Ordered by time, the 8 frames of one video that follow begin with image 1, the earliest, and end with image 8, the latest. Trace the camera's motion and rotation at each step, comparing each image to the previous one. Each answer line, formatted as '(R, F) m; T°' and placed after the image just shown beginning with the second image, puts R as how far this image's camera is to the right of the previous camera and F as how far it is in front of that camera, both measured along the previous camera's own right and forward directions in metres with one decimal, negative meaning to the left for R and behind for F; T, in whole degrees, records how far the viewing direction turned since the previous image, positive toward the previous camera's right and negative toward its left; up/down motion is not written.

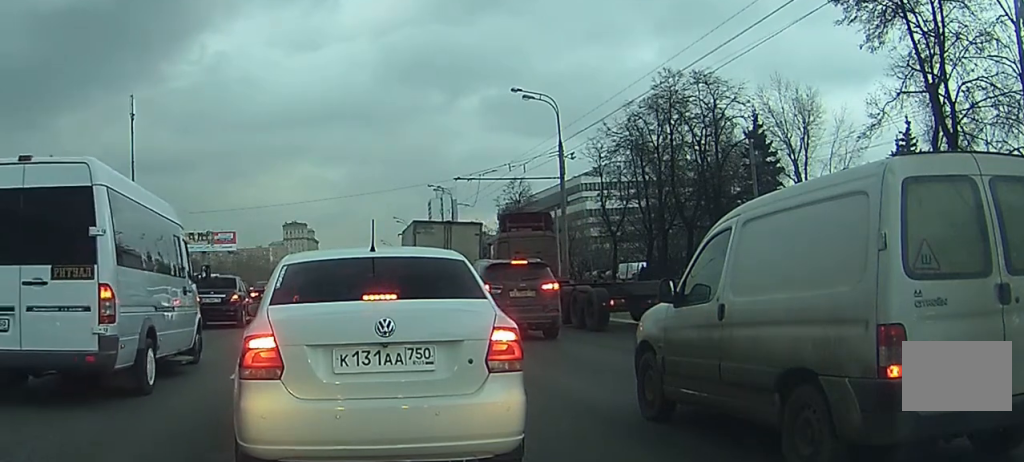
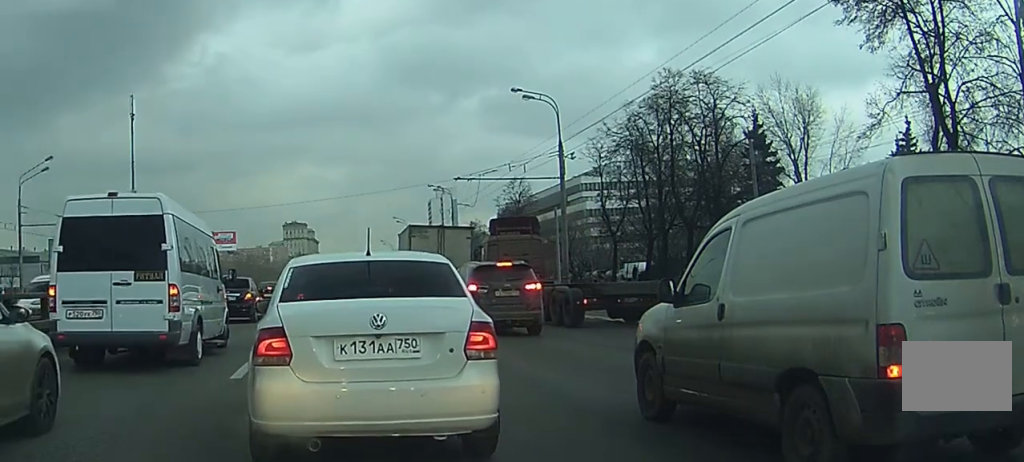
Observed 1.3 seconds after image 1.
(0.0, 0.0) m; 0°
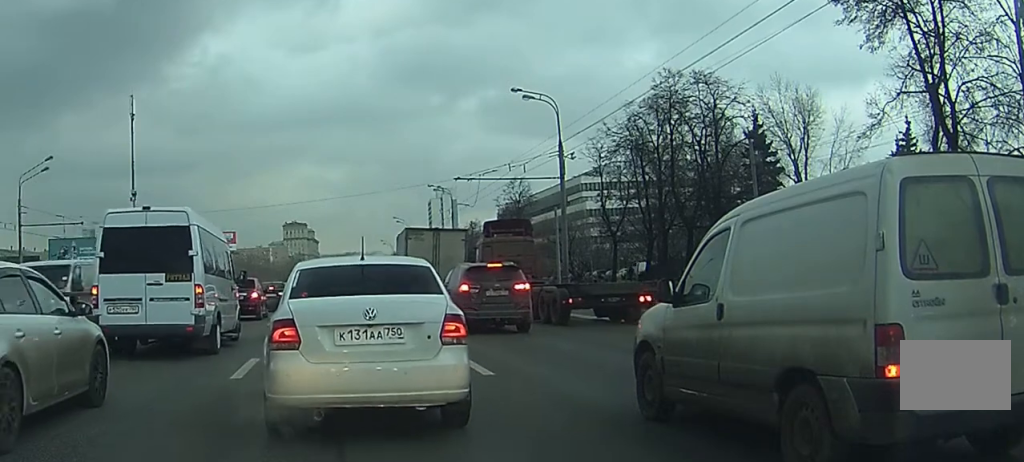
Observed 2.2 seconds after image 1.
(0.0, 0.0) m; 0°
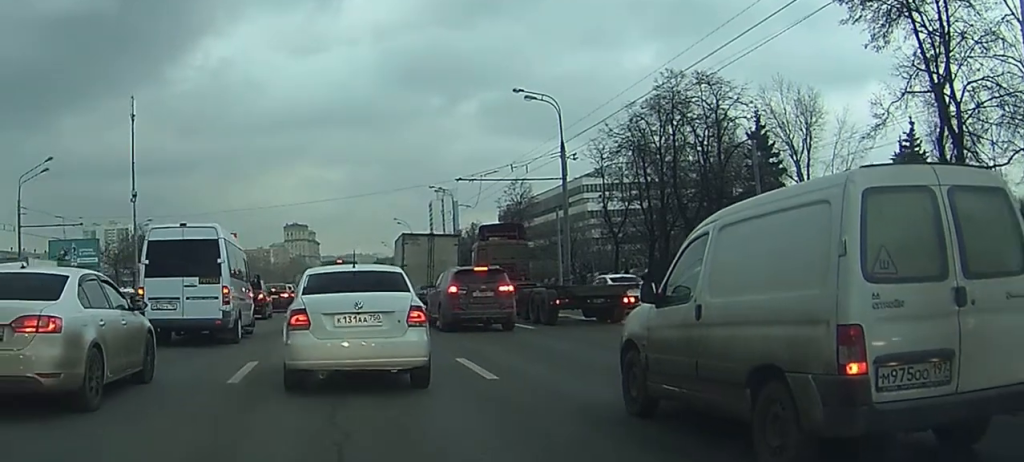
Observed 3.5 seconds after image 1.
(0.0, 0.0) m; 0°
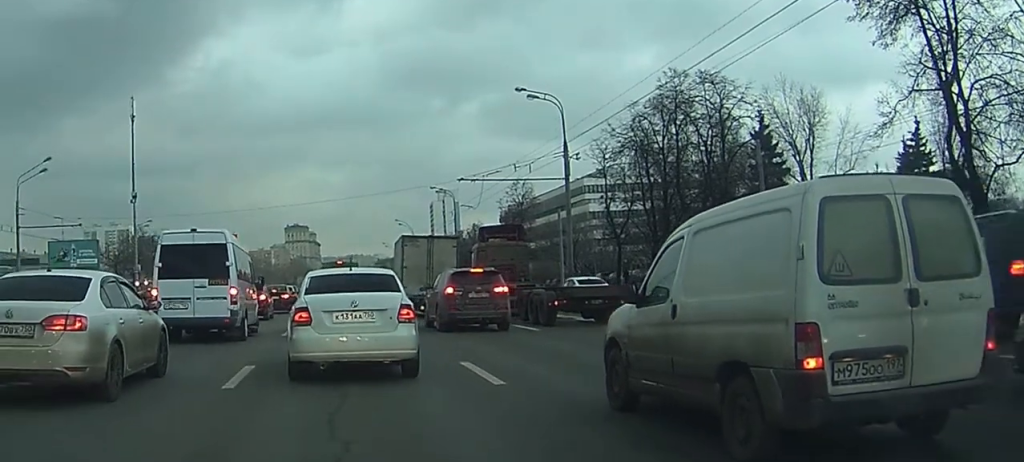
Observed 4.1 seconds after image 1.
(0.0, 0.0) m; 0°
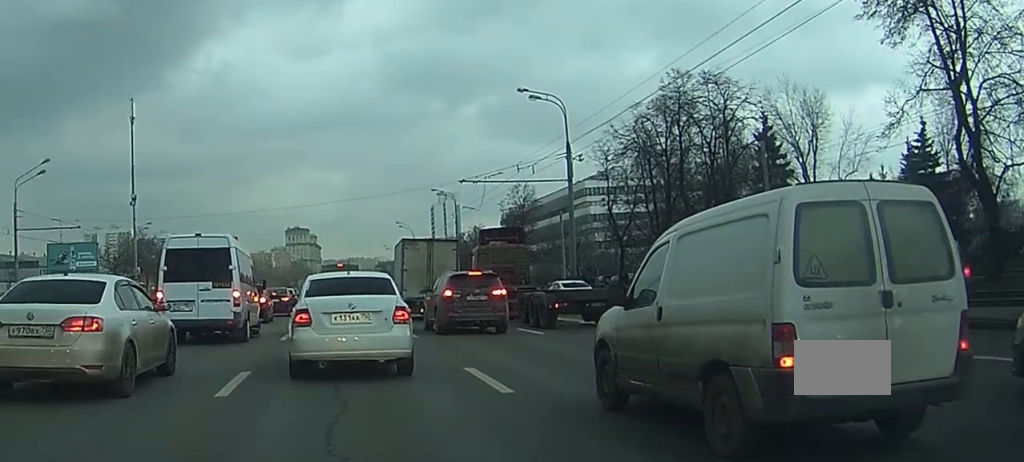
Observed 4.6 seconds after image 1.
(0.0, 0.0) m; 0°
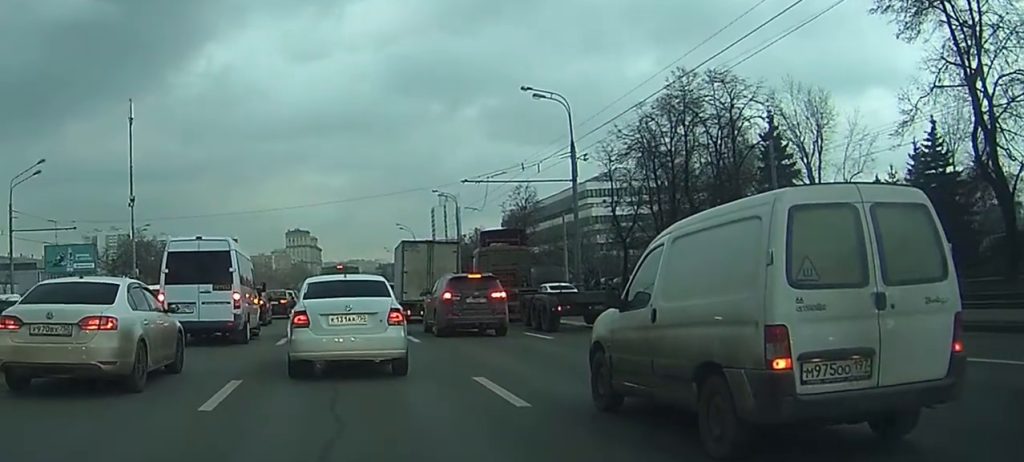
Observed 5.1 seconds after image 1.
(0.0, 0.0) m; 0°
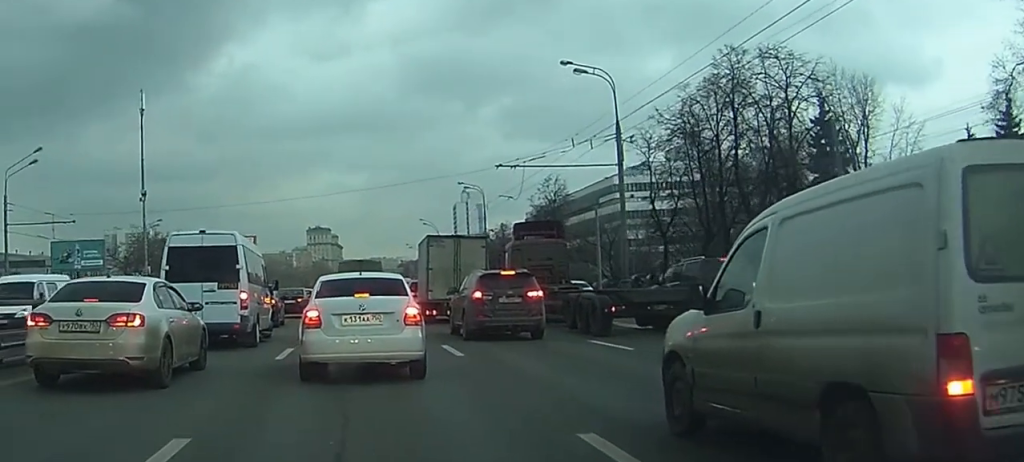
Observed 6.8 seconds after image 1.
(-0.5, +2.5) m; -7°
